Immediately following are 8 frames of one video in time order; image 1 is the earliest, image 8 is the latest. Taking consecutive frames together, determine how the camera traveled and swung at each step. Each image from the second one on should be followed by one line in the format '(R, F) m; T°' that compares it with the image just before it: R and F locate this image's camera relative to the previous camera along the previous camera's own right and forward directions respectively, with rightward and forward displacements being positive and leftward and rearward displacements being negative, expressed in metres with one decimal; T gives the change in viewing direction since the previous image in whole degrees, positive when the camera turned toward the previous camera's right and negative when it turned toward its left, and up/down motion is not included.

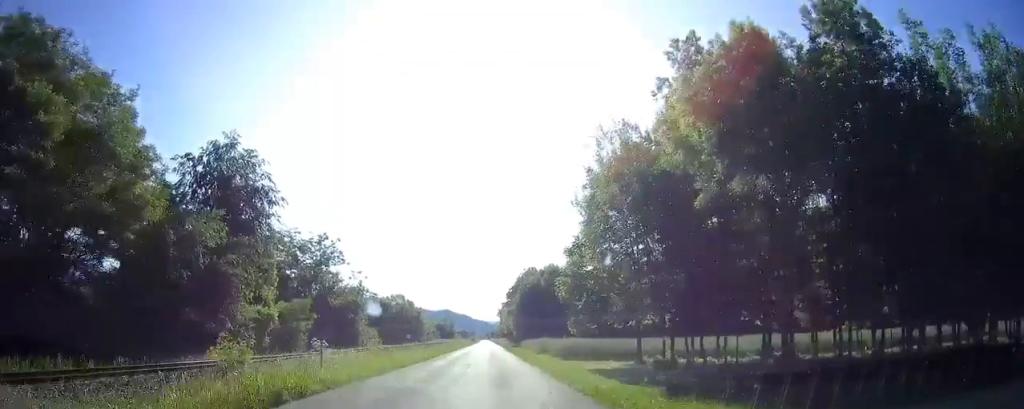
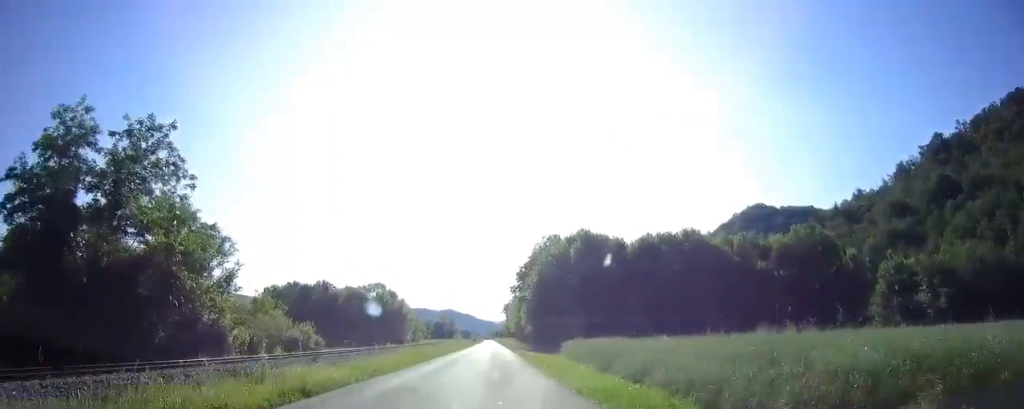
(+0.1, +33.1) m; -1°
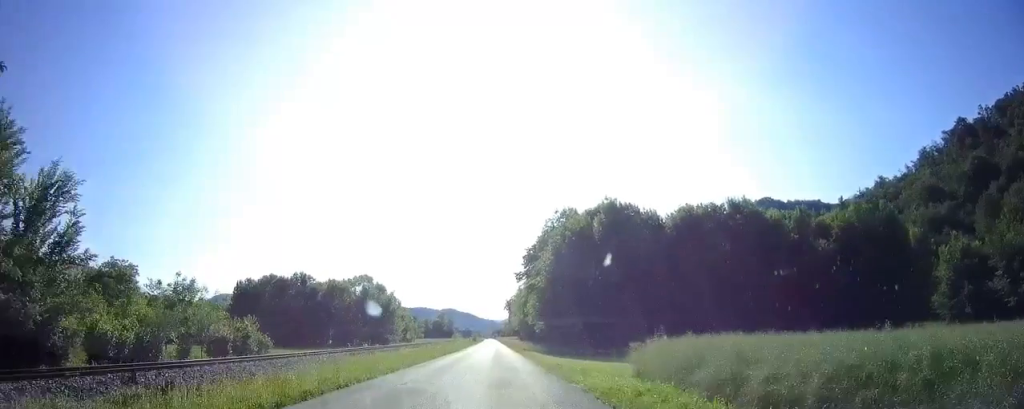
(-0.2, +14.7) m; 0°
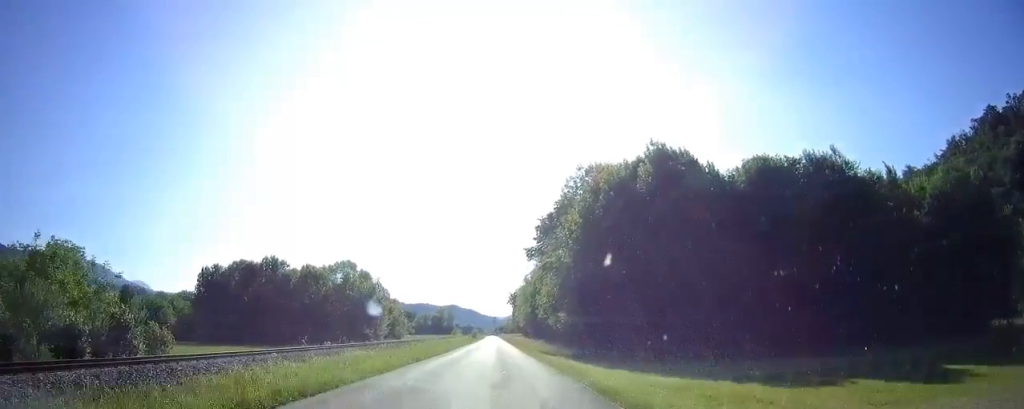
(0.0, +16.1) m; +1°
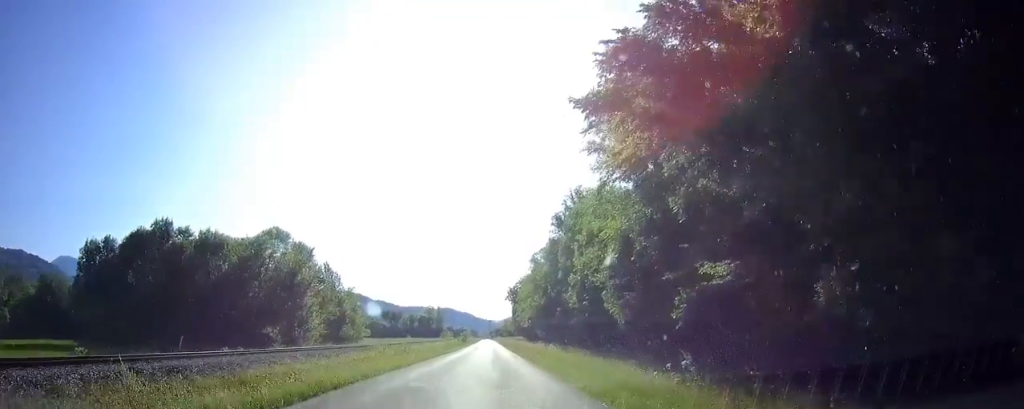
(+0.6, +31.0) m; +1°
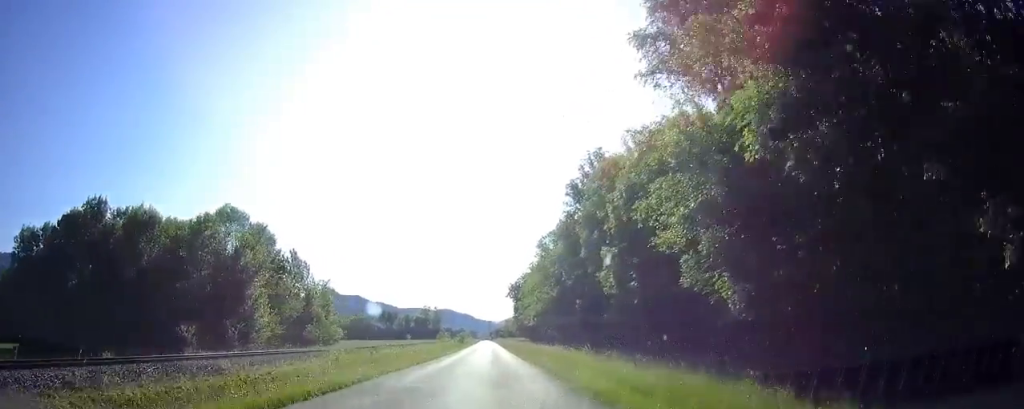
(-0.1, +12.3) m; -1°
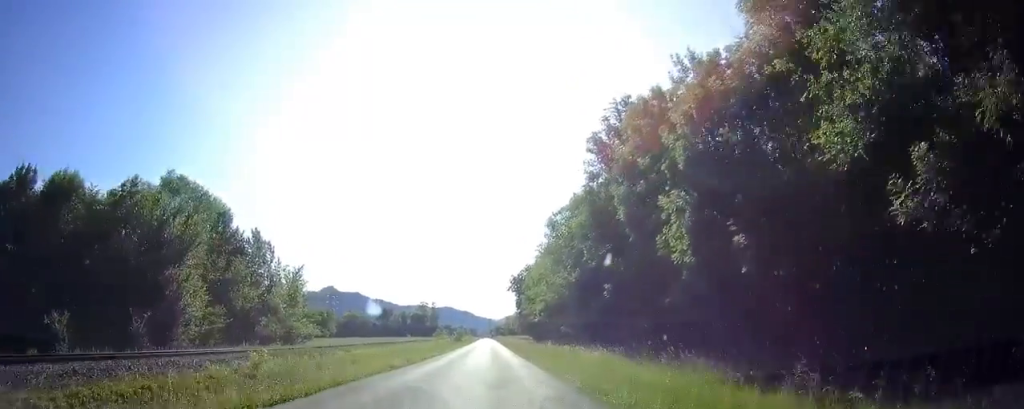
(-0.1, +11.0) m; 0°
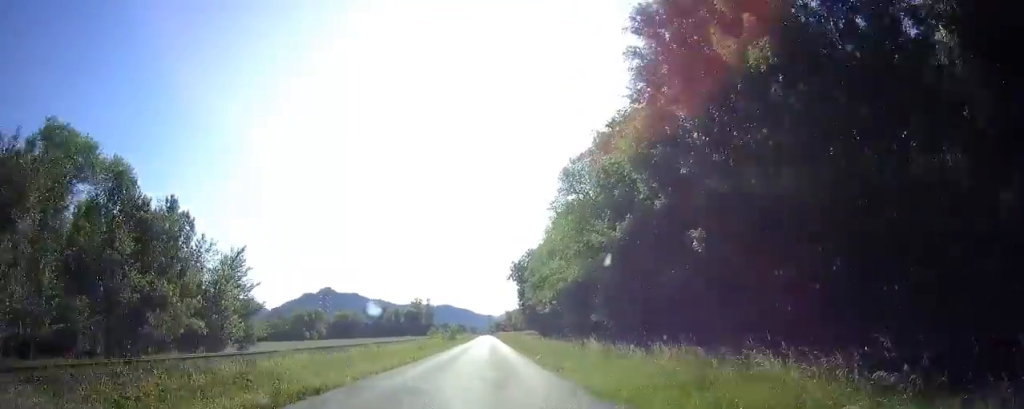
(0.0, +14.3) m; 0°
